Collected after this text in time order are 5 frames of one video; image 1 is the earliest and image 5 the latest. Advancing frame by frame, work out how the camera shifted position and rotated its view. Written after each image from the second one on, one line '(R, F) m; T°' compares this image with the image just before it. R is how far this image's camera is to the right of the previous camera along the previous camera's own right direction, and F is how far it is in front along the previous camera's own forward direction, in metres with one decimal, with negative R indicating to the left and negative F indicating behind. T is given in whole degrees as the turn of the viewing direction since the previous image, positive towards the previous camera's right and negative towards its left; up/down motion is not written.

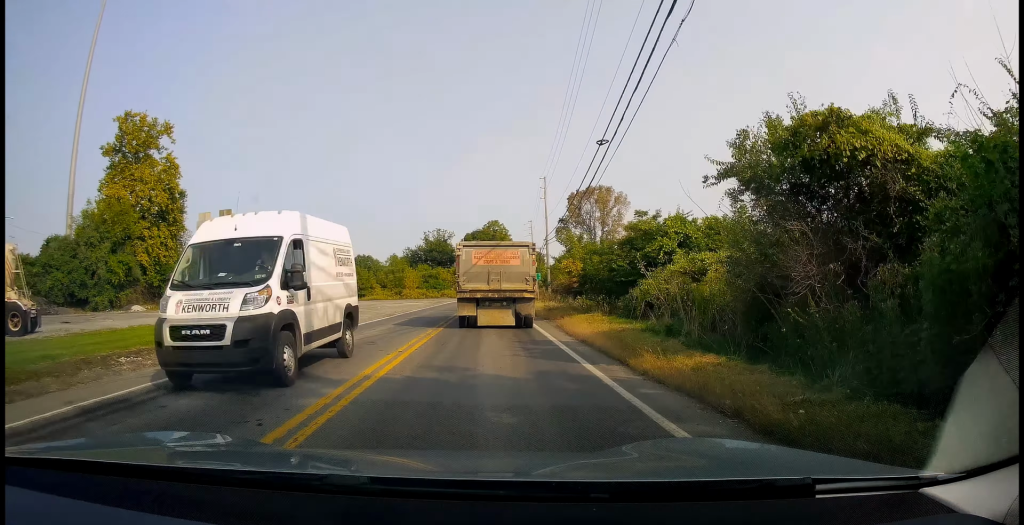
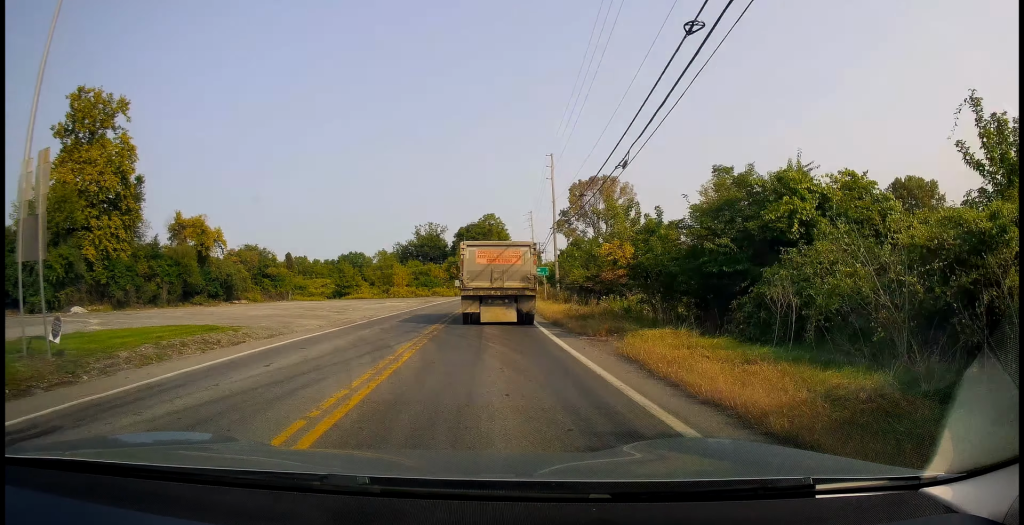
(+0.3, +9.9) m; +1°
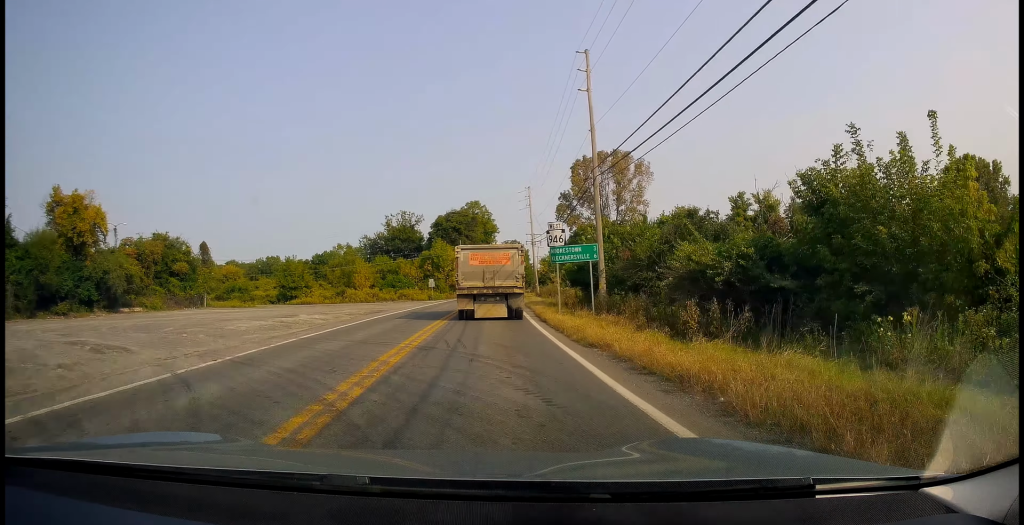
(+0.1, +24.2) m; +2°
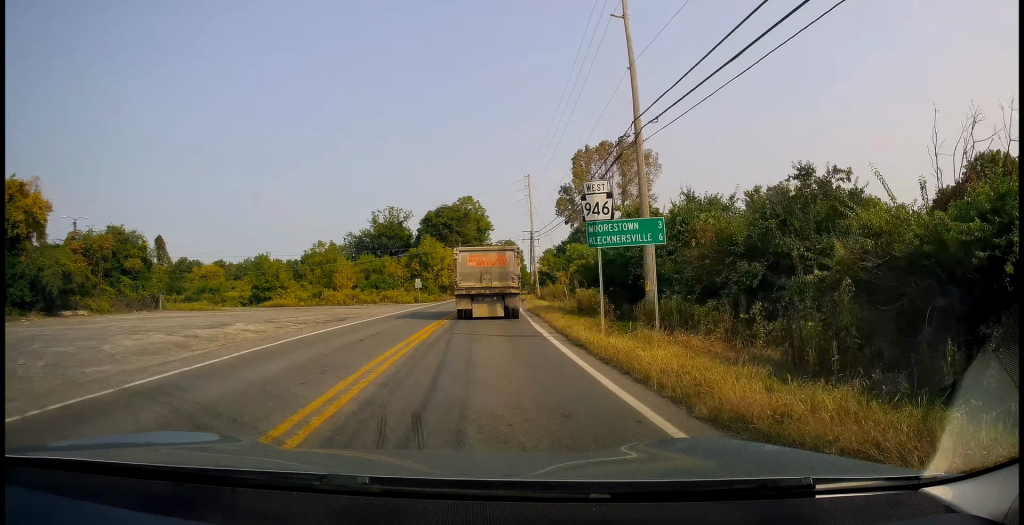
(+0.1, +9.0) m; 0°
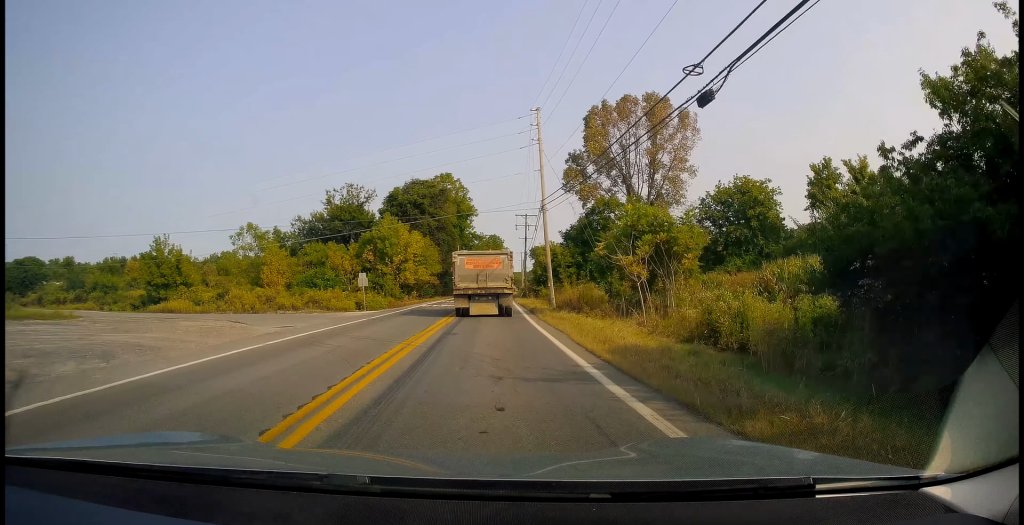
(0.0, +24.2) m; +2°
